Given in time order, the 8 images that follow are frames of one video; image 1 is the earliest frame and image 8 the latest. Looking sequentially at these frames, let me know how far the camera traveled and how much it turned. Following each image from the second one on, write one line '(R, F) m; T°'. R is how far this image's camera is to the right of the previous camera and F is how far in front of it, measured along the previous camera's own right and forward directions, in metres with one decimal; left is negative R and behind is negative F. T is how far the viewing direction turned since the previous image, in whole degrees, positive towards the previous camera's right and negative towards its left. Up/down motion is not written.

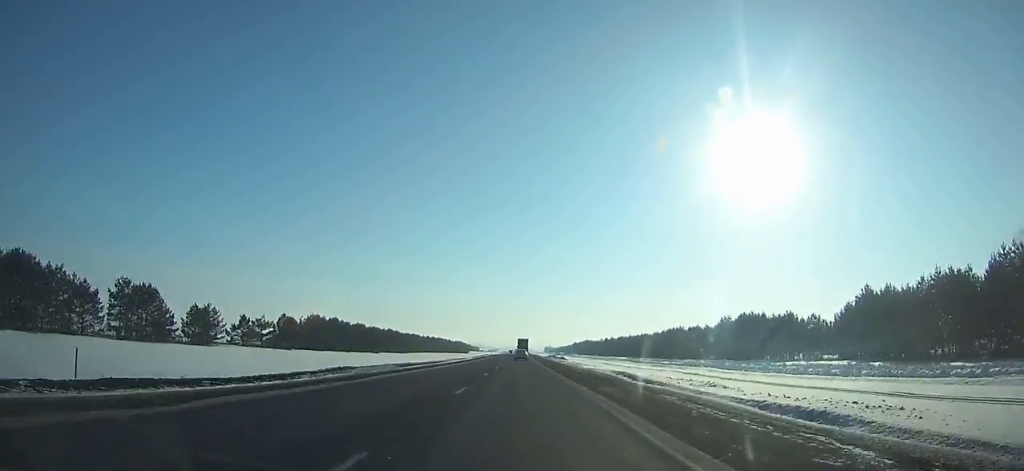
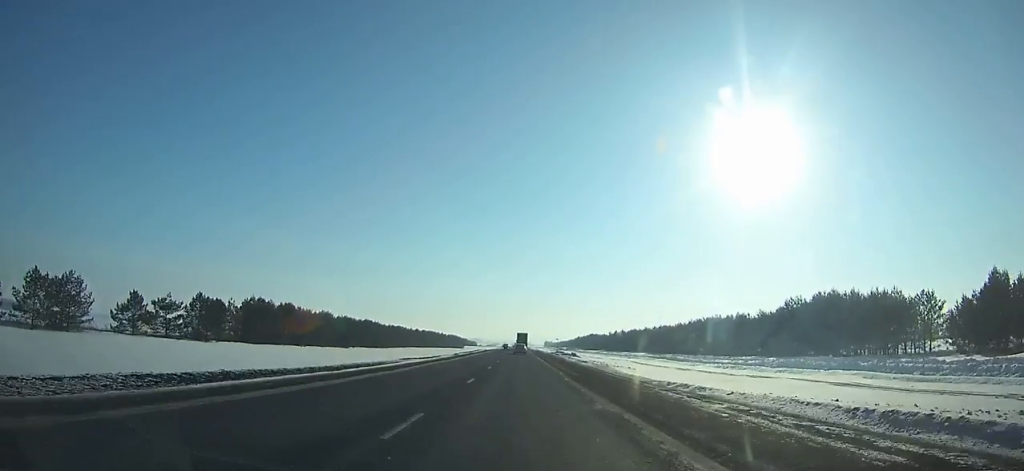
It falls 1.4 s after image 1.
(0.0, +32.4) m; 0°
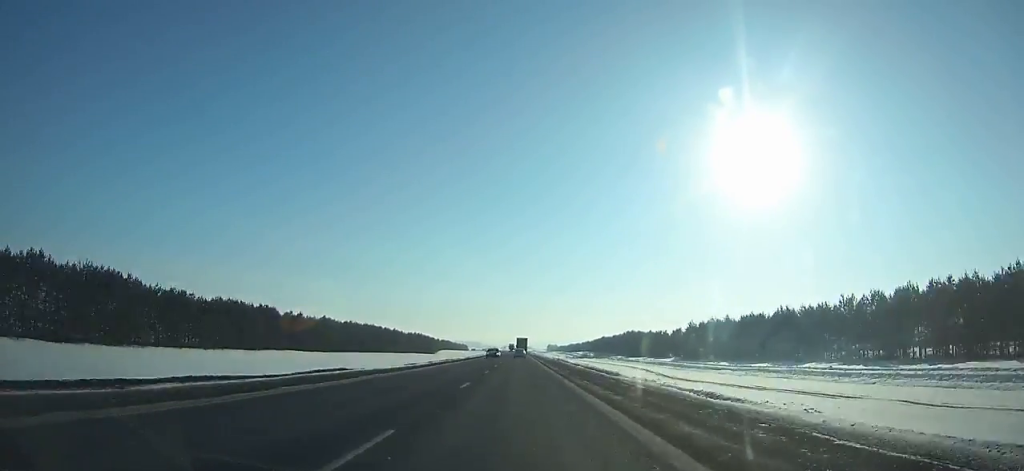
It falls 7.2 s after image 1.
(-0.2, +134.2) m; 0°
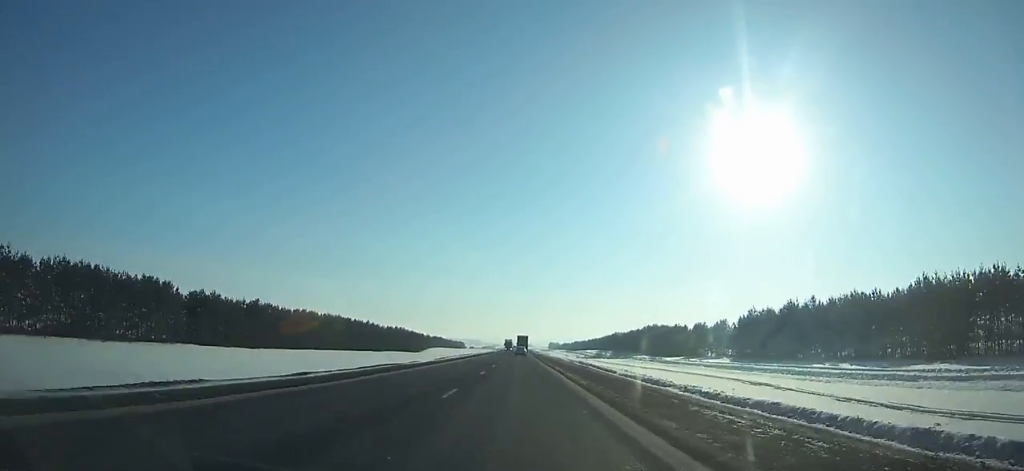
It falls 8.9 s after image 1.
(-0.2, +39.5) m; 0°
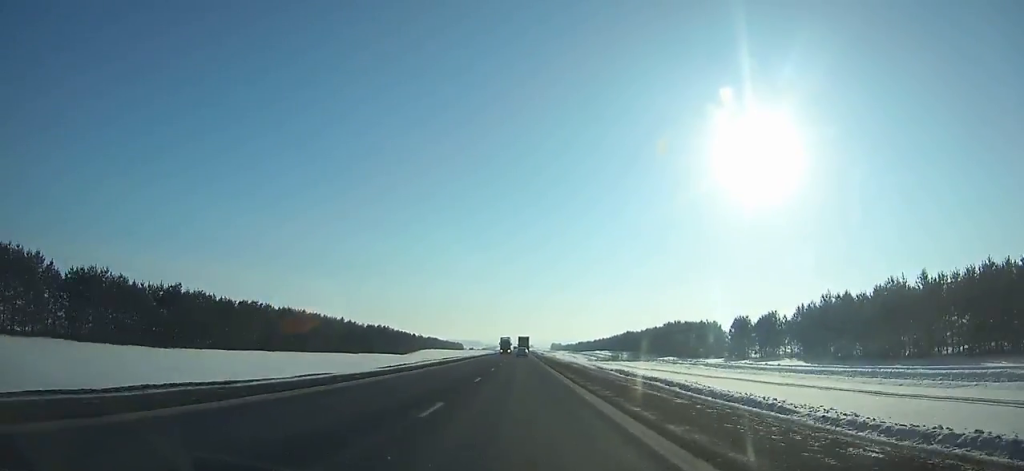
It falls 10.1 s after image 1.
(-0.1, +27.8) m; 0°
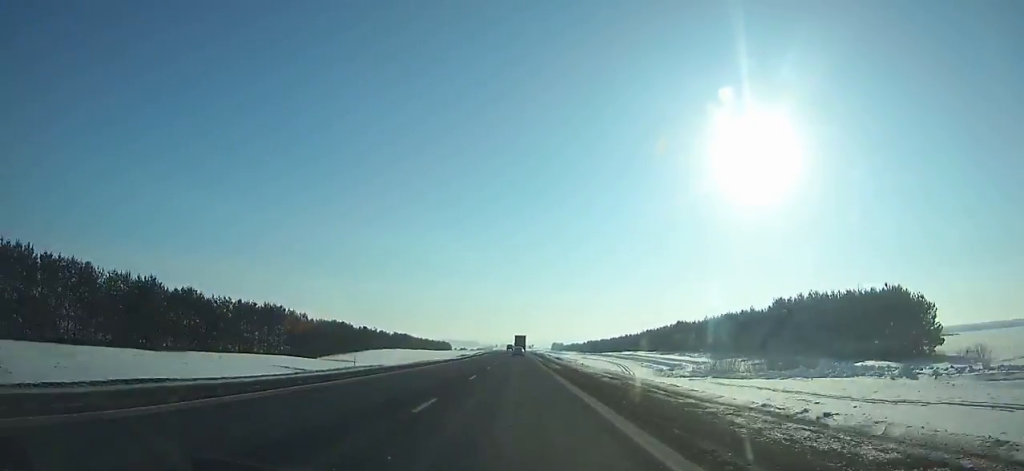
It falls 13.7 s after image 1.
(0.0, +83.7) m; 0°
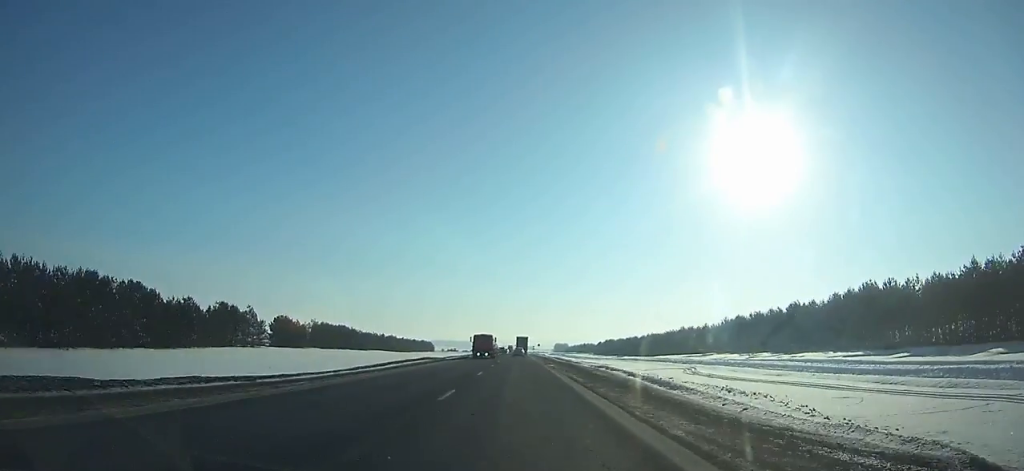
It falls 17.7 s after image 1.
(+0.1, +93.3) m; 0°
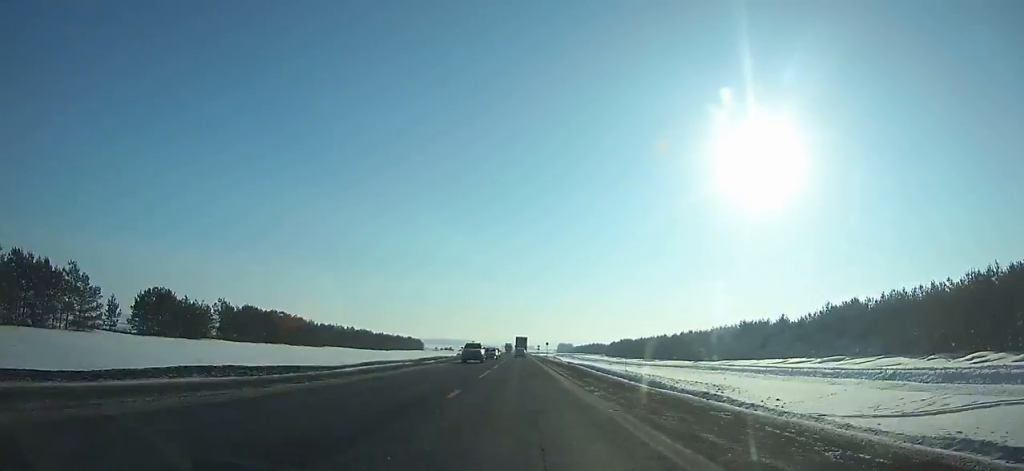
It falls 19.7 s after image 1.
(0.0, +46.6) m; 0°
